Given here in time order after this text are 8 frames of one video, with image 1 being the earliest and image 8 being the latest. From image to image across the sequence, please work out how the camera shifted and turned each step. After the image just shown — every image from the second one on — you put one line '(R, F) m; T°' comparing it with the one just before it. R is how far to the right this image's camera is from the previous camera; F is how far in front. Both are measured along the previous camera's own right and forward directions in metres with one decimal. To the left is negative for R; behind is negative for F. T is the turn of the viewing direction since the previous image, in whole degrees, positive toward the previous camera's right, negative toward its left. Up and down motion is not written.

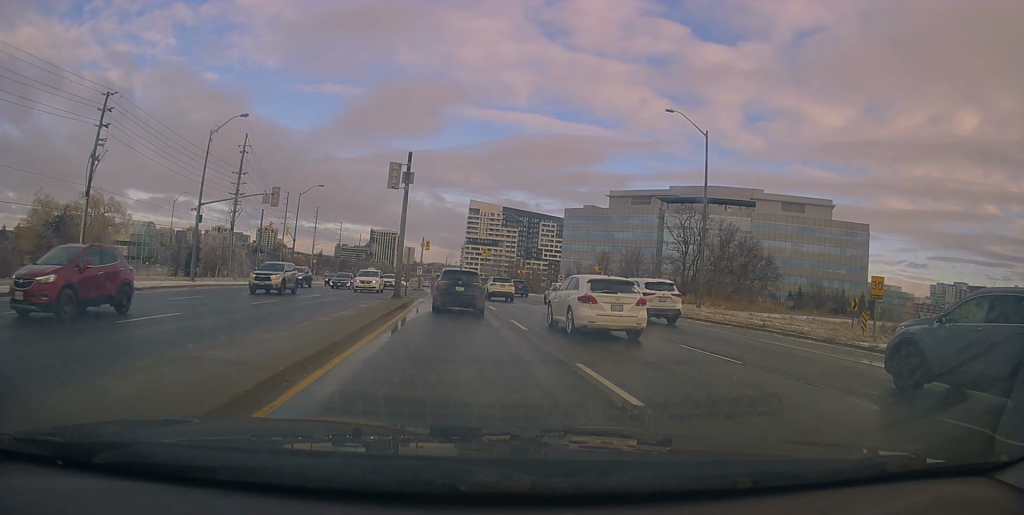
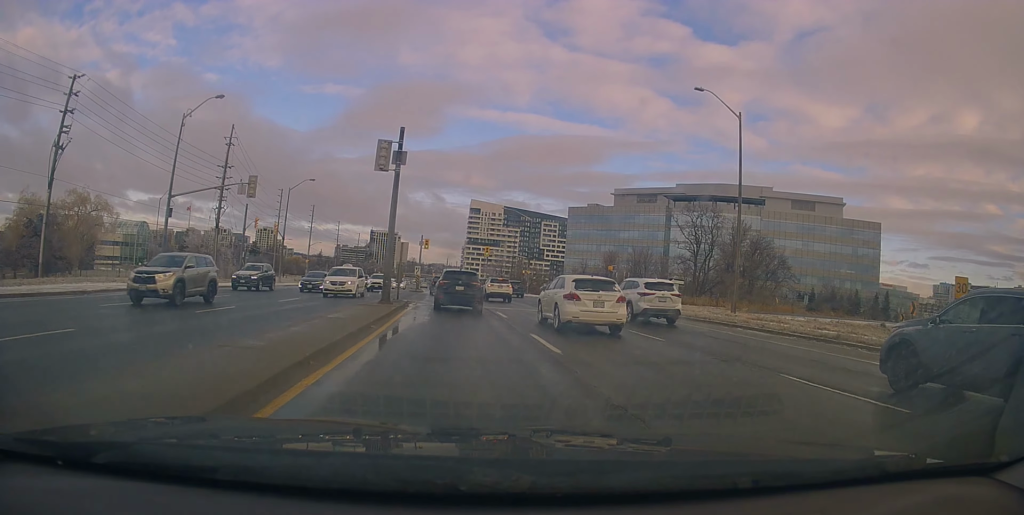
(-0.1, +4.0) m; +2°
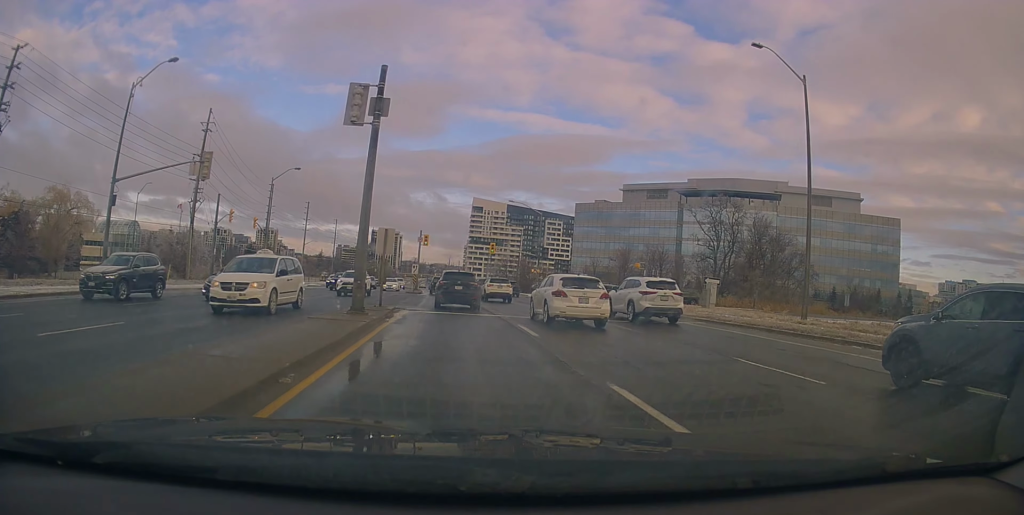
(+0.3, +6.0) m; 0°
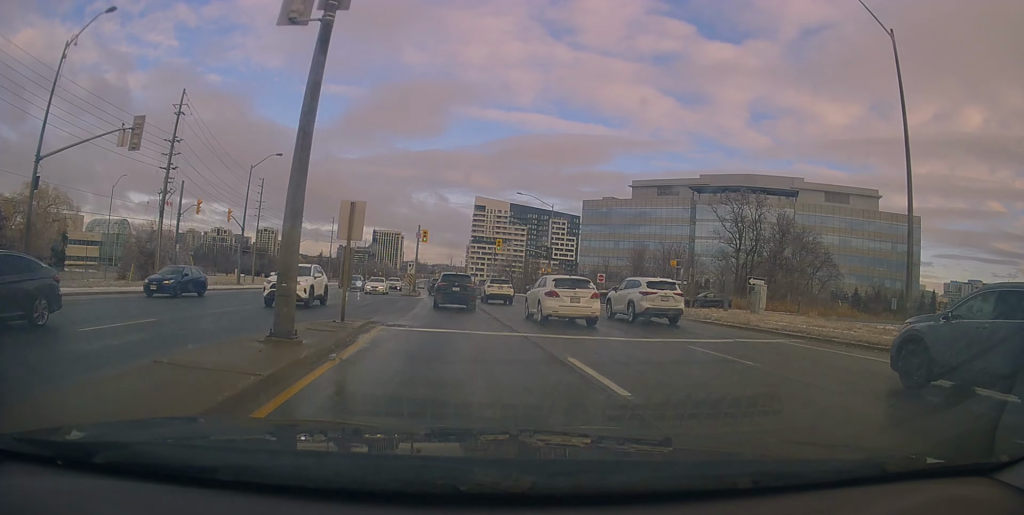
(0.0, +6.1) m; -2°
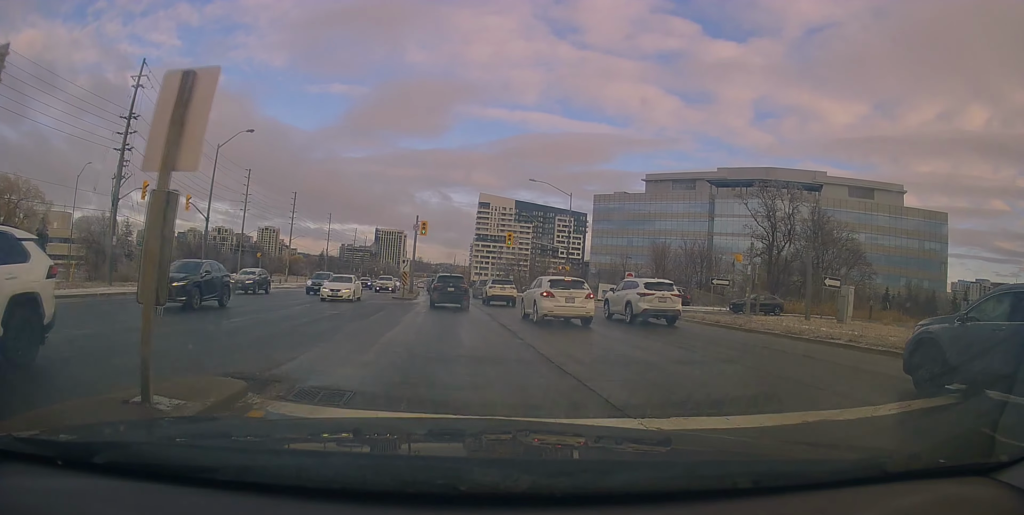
(-0.5, +7.9) m; -3°
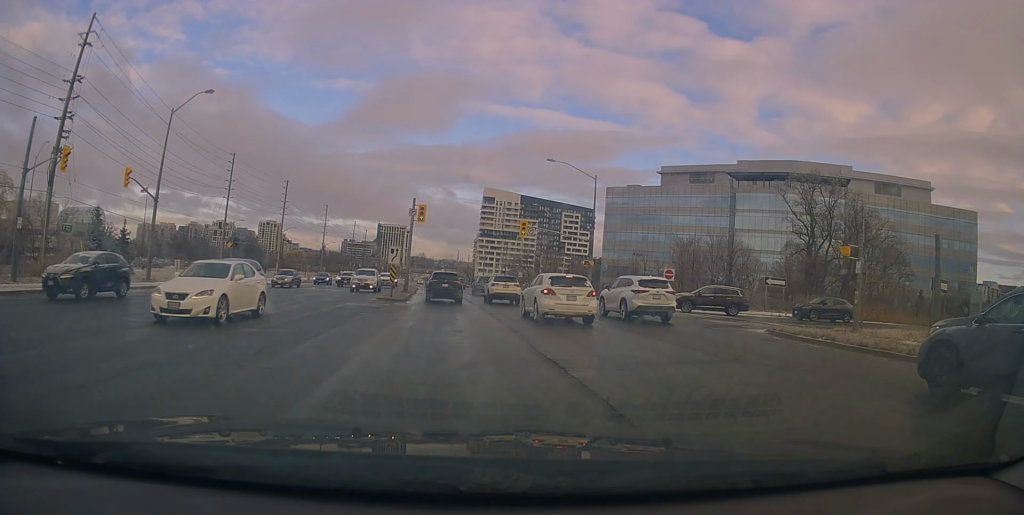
(+0.1, +8.4) m; +1°
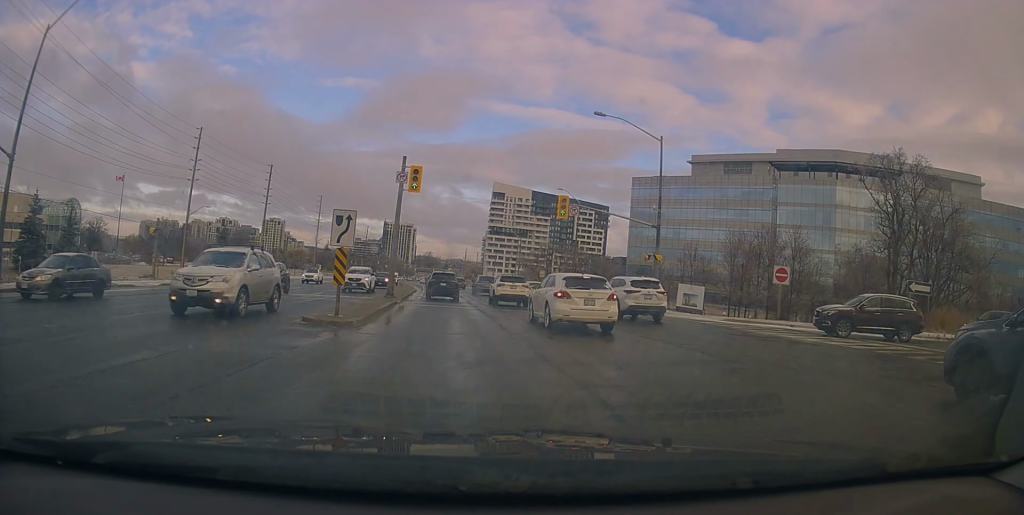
(+0.2, +13.8) m; +1°
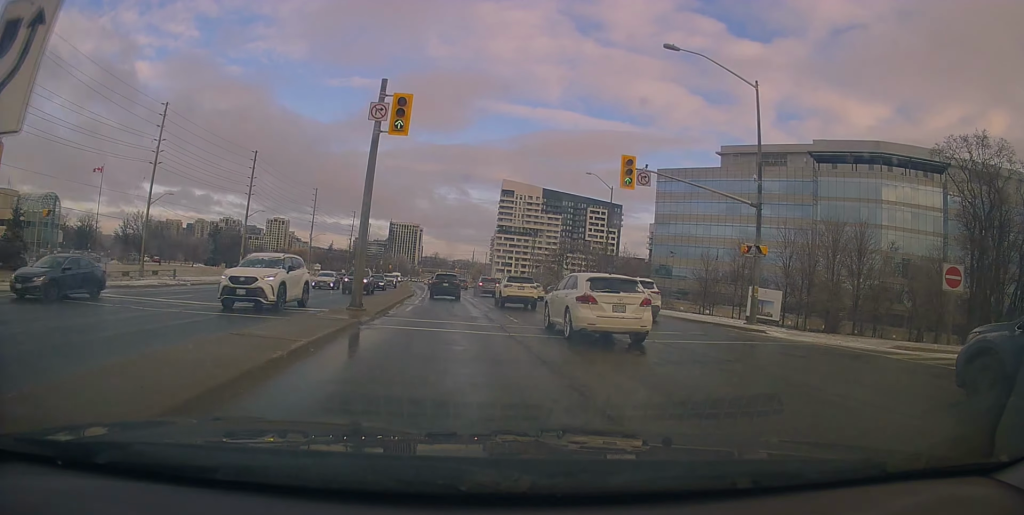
(+0.1, +11.0) m; 0°
